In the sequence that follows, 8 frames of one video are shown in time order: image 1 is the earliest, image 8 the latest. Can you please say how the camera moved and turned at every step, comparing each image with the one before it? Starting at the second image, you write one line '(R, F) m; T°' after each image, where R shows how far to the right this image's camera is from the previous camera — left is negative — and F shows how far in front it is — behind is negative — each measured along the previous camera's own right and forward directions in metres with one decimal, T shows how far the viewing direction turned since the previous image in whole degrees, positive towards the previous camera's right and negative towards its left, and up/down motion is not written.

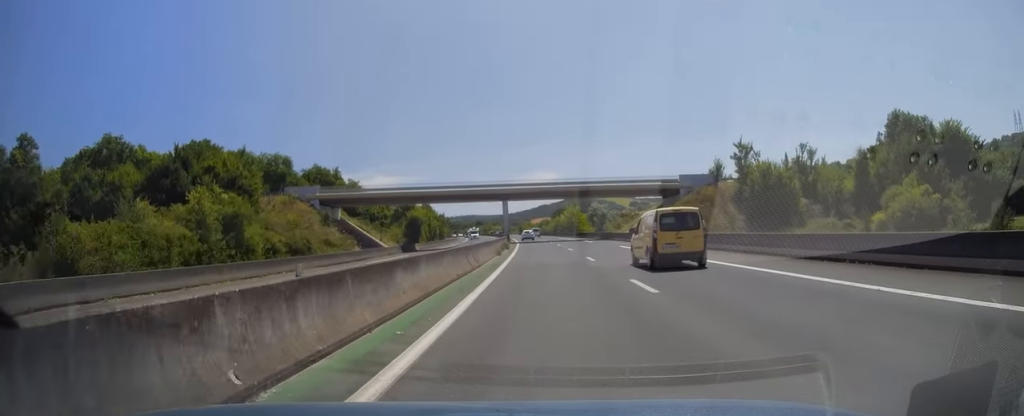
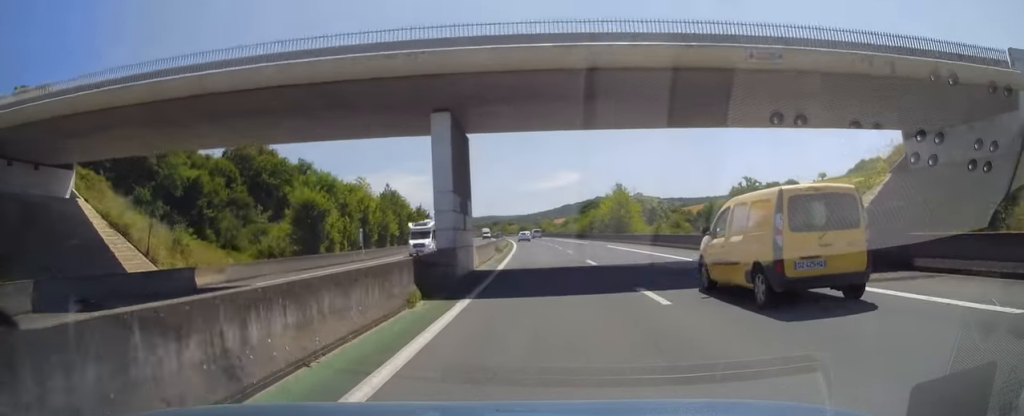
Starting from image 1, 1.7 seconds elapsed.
(-1.4, +53.5) m; -2°
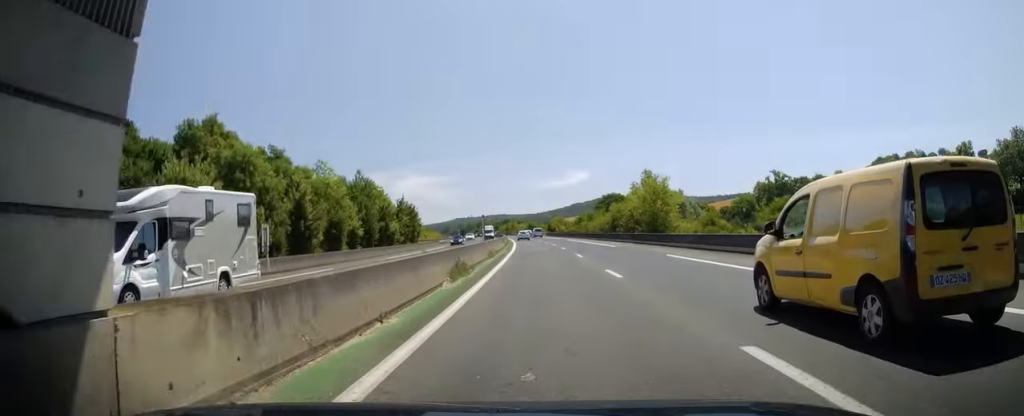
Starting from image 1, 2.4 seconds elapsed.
(-0.1, +20.0) m; -1°
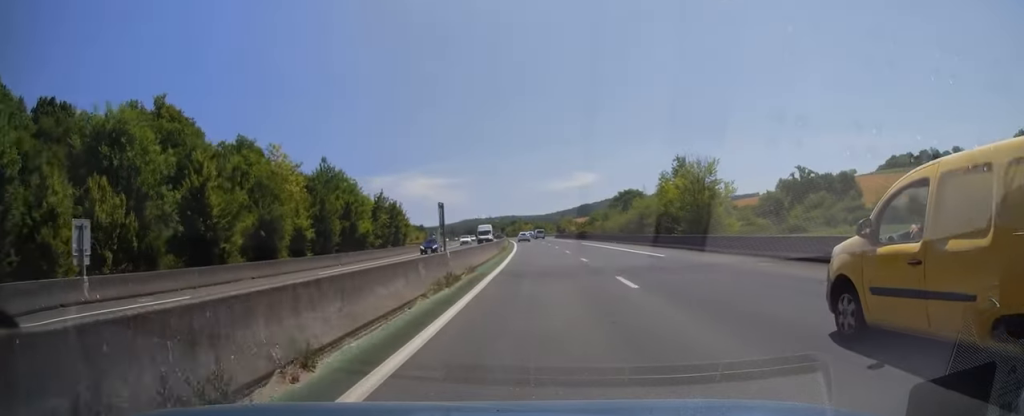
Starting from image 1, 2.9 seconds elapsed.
(+0.1, +15.4) m; -1°
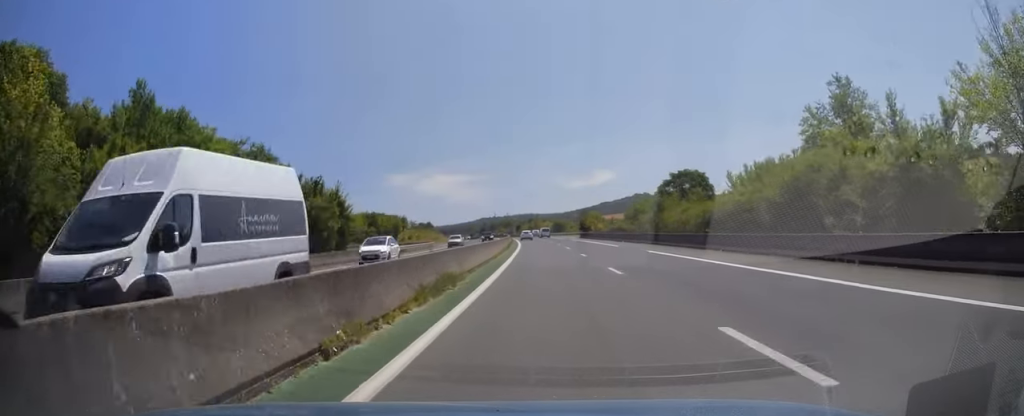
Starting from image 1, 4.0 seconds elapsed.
(-0.9, +34.4) m; -2°
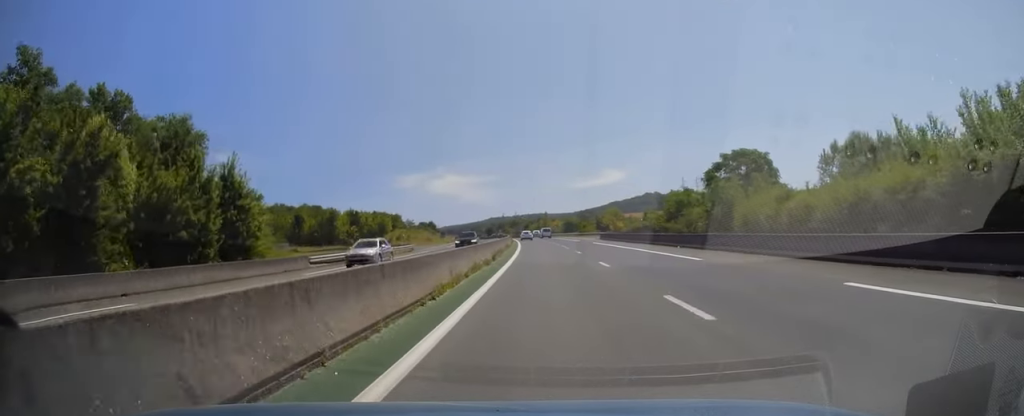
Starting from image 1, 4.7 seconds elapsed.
(0.0, +21.6) m; -1°
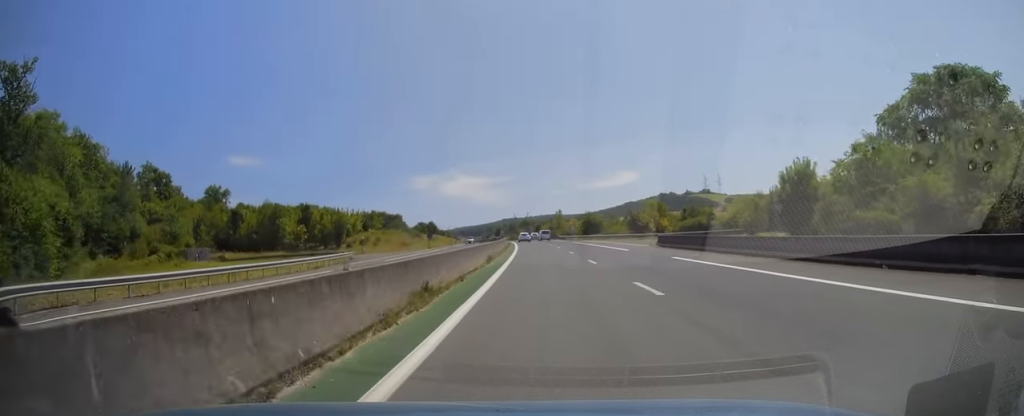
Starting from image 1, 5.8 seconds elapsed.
(-0.6, +34.9) m; -2°
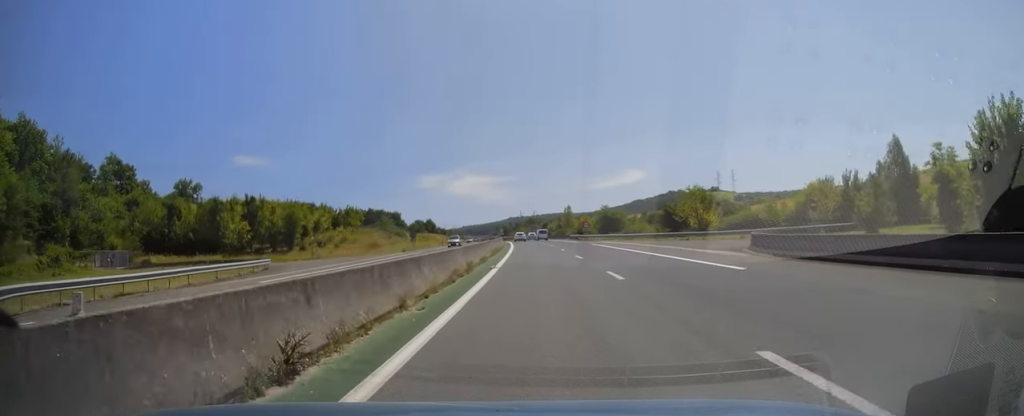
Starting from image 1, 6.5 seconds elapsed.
(-0.3, +21.5) m; 0°
